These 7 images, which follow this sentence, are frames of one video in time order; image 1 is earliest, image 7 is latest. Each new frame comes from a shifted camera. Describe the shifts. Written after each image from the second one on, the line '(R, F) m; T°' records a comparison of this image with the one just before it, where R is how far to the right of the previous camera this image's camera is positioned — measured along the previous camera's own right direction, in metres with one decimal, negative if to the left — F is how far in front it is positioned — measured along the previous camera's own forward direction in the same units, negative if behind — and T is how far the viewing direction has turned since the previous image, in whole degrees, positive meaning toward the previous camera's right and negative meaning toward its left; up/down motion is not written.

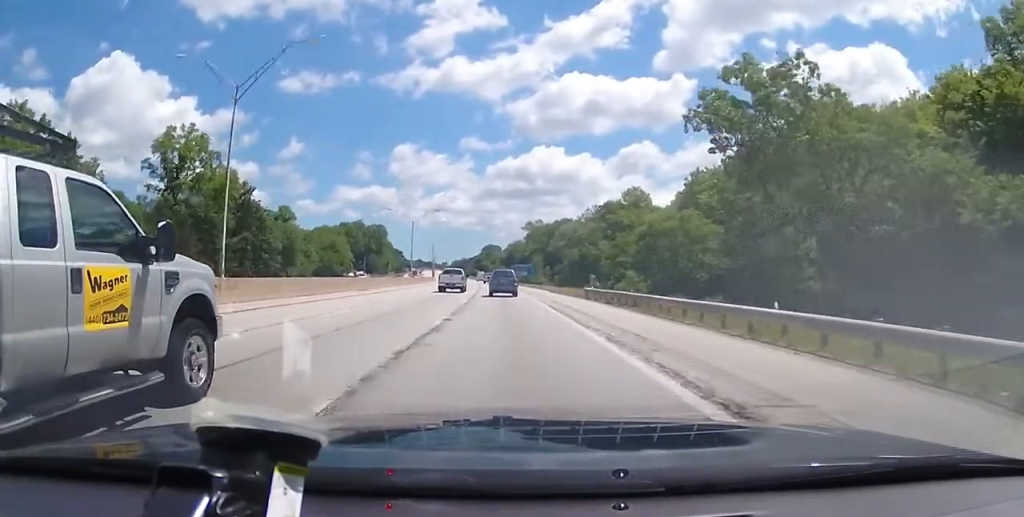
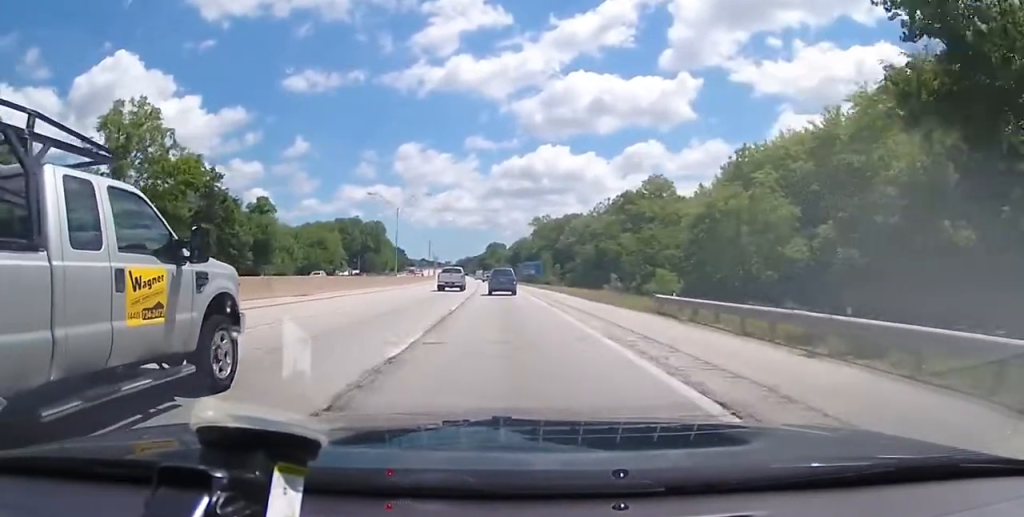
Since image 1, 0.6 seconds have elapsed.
(0.0, +18.4) m; 0°
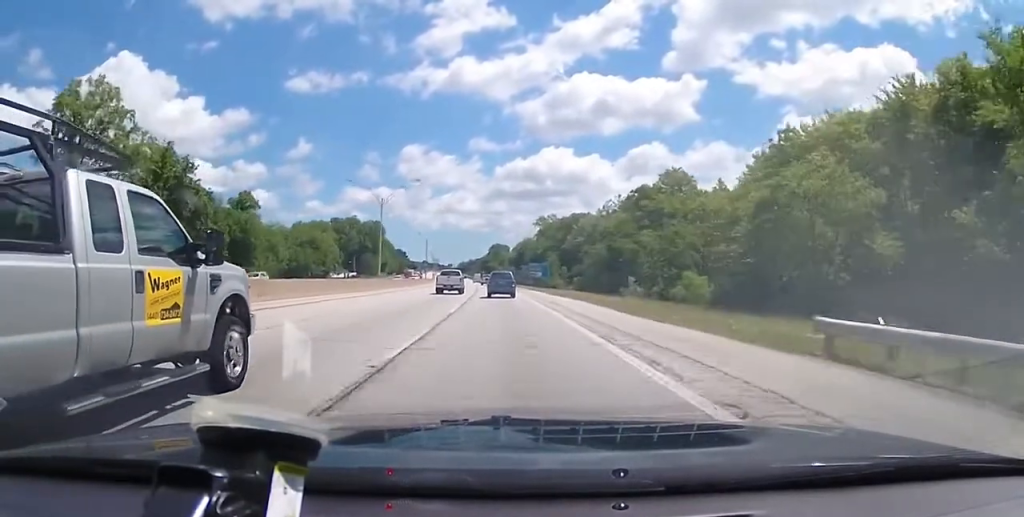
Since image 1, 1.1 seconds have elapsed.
(0.0, +12.6) m; 0°
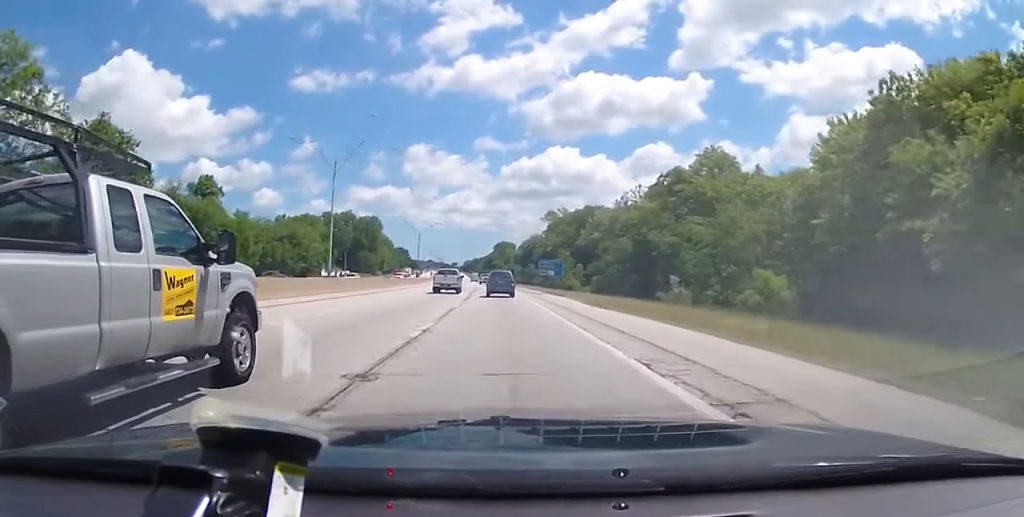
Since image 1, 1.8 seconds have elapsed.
(-0.1, +21.2) m; -1°
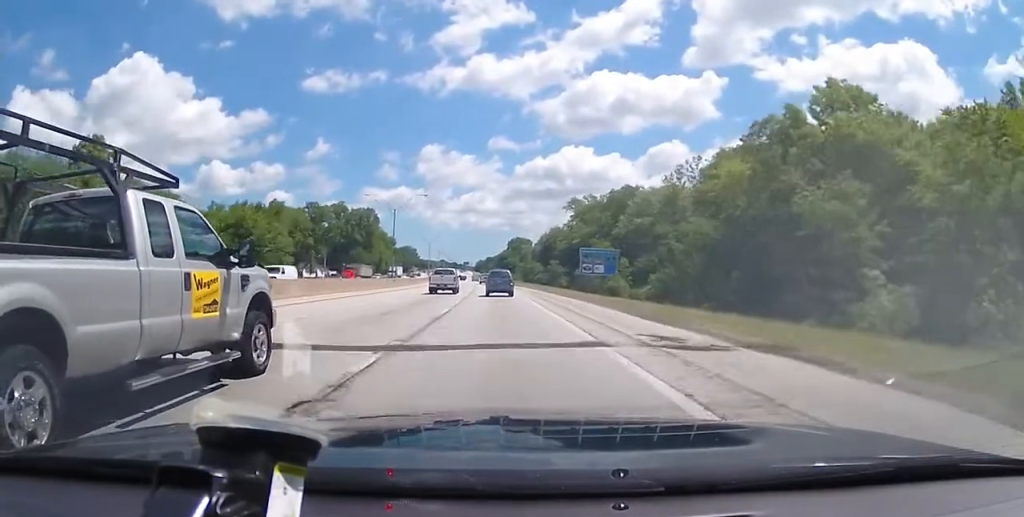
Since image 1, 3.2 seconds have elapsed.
(-0.2, +39.3) m; -1°
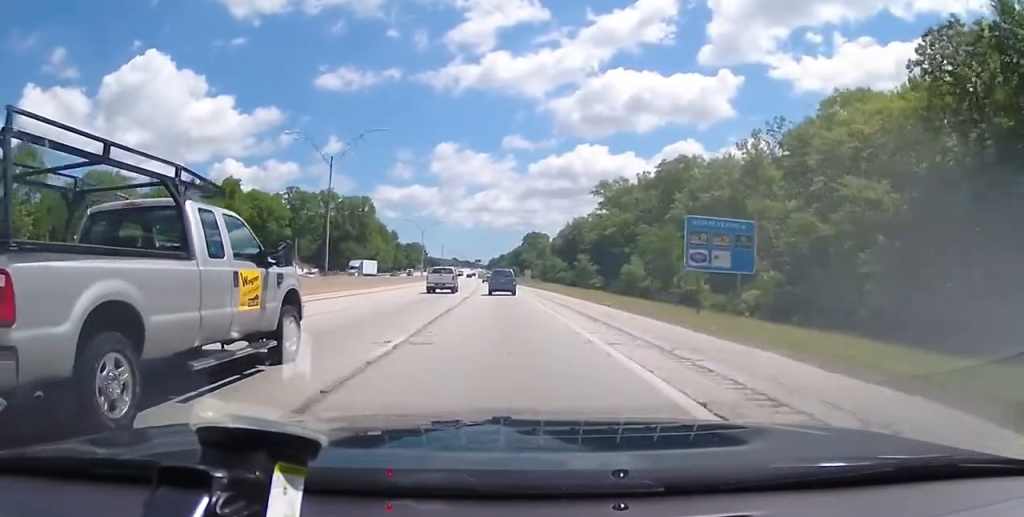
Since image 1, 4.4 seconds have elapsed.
(-0.8, +34.5) m; -1°
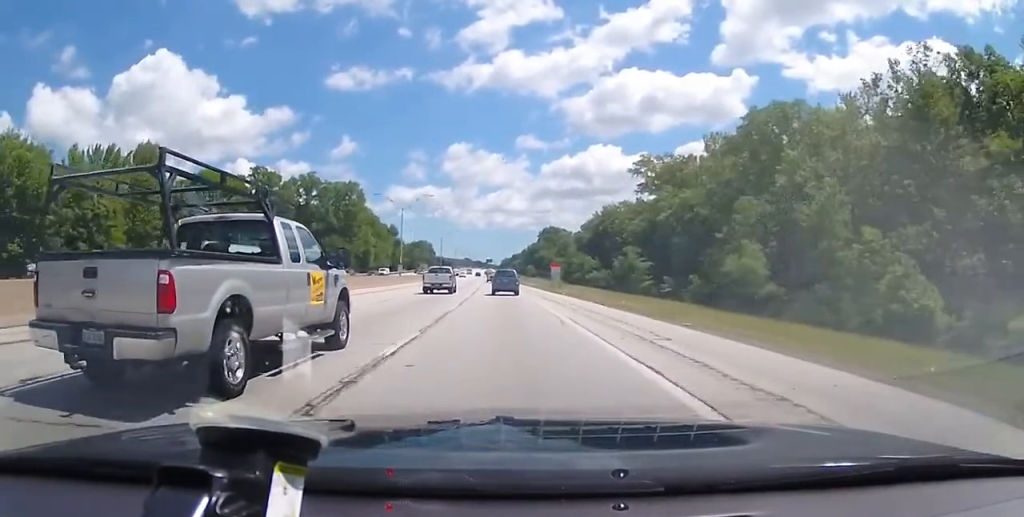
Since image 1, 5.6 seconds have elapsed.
(+0.2, +36.7) m; -1°
